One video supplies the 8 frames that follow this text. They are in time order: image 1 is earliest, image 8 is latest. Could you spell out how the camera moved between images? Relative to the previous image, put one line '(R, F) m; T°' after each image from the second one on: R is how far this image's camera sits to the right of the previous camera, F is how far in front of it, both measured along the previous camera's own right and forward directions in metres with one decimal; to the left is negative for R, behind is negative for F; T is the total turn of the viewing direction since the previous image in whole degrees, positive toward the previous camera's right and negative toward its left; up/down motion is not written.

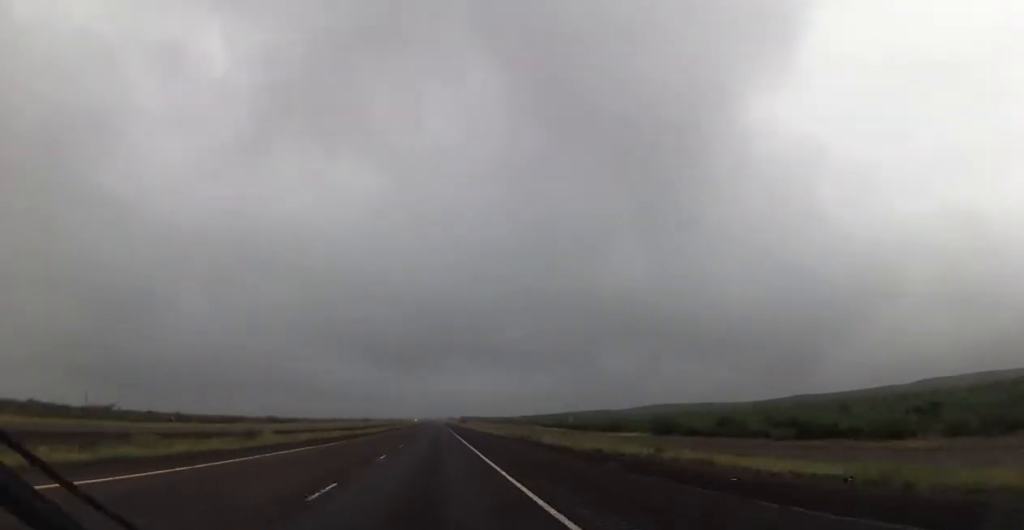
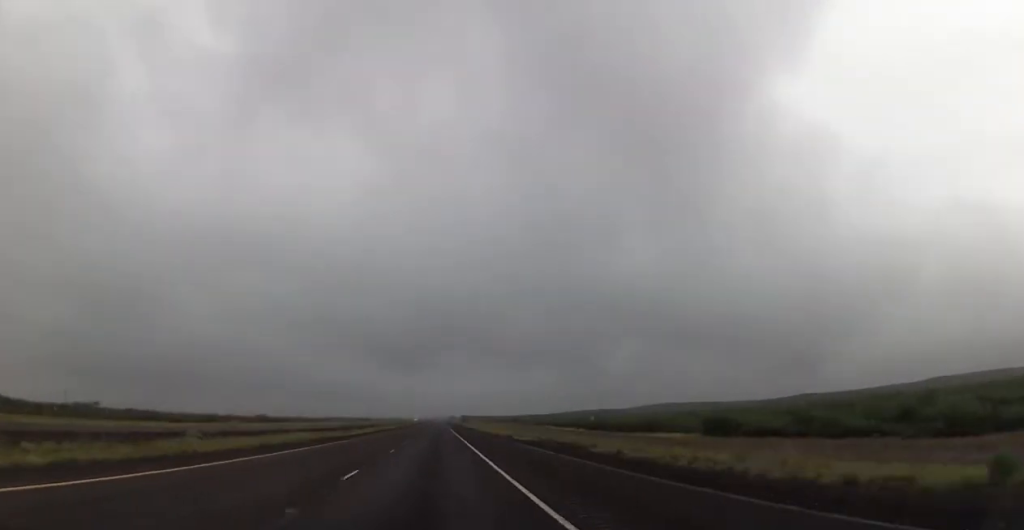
(0.0, +20.7) m; 0°
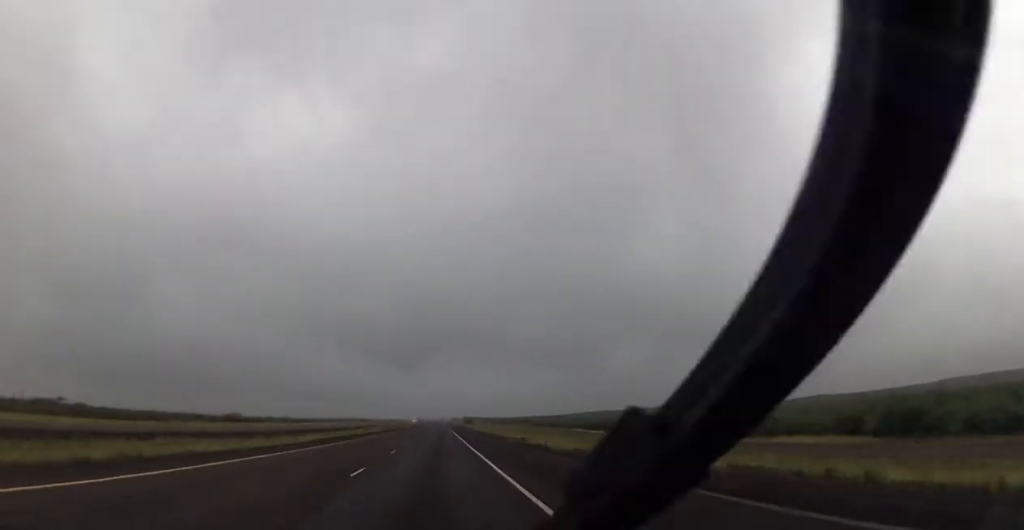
(+0.1, +35.3) m; 0°
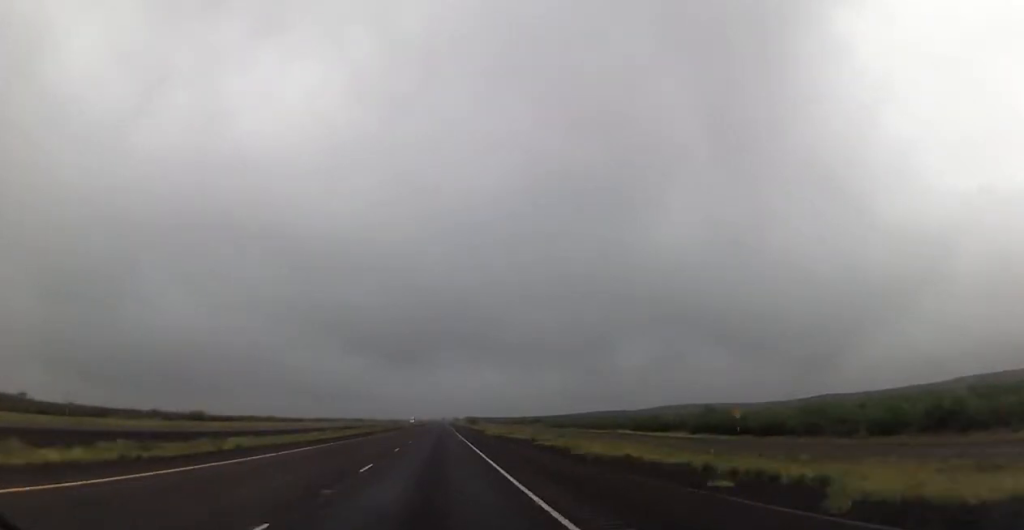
(-0.2, +35.2) m; 0°
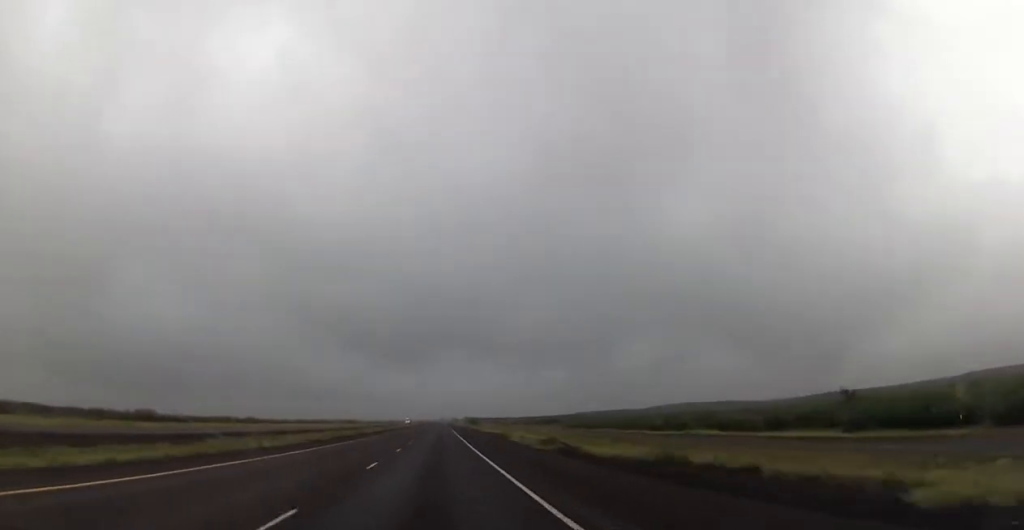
(+0.1, +35.2) m; 0°
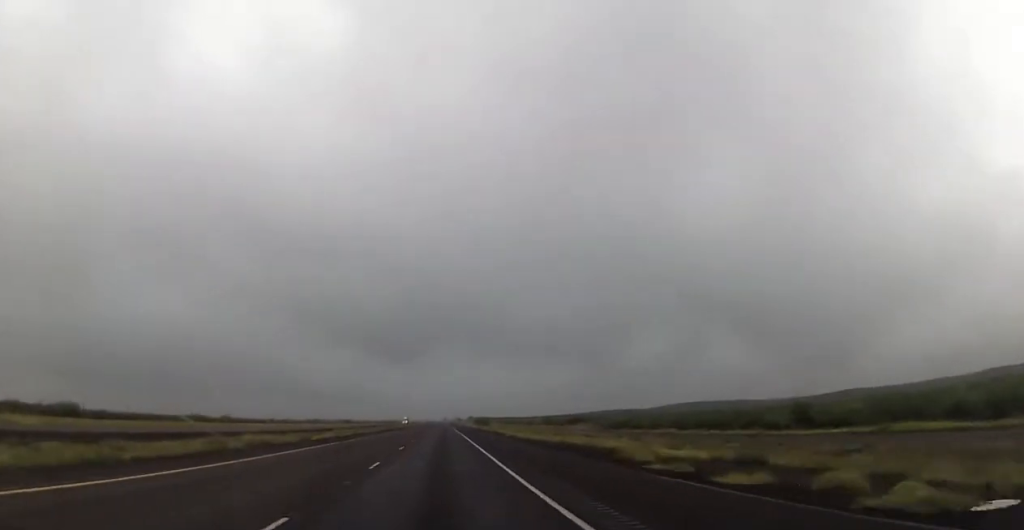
(+0.1, +37.7) m; 0°
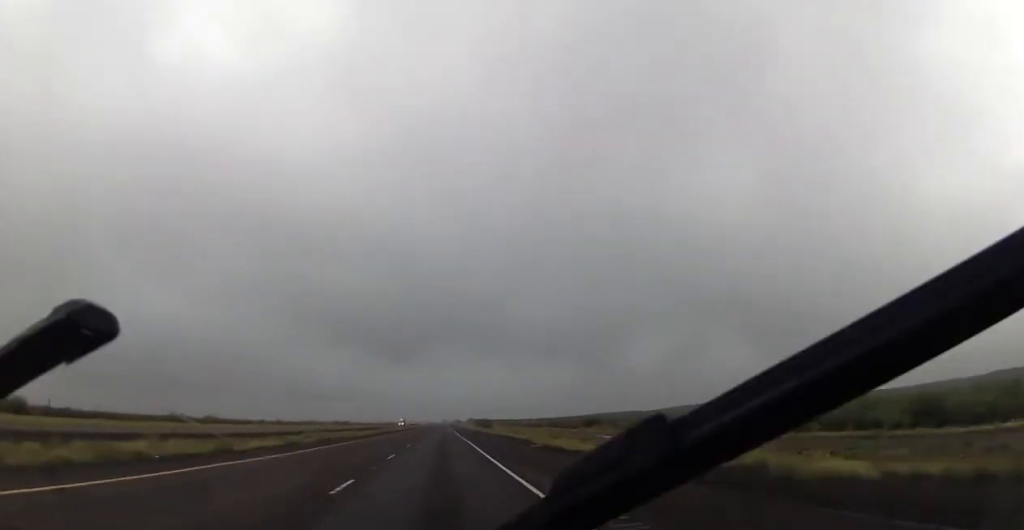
(-0.1, +18.2) m; 0°
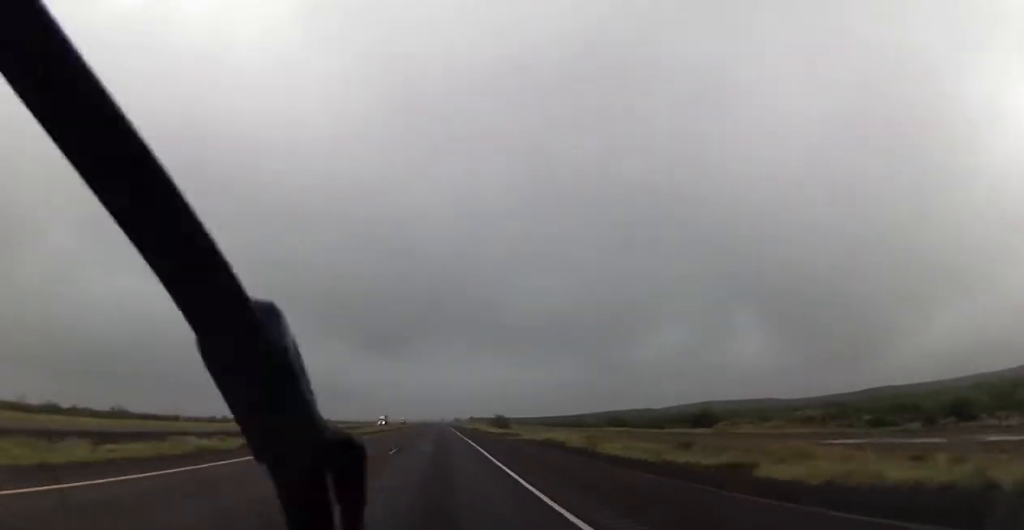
(-0.1, +71.5) m; 0°
